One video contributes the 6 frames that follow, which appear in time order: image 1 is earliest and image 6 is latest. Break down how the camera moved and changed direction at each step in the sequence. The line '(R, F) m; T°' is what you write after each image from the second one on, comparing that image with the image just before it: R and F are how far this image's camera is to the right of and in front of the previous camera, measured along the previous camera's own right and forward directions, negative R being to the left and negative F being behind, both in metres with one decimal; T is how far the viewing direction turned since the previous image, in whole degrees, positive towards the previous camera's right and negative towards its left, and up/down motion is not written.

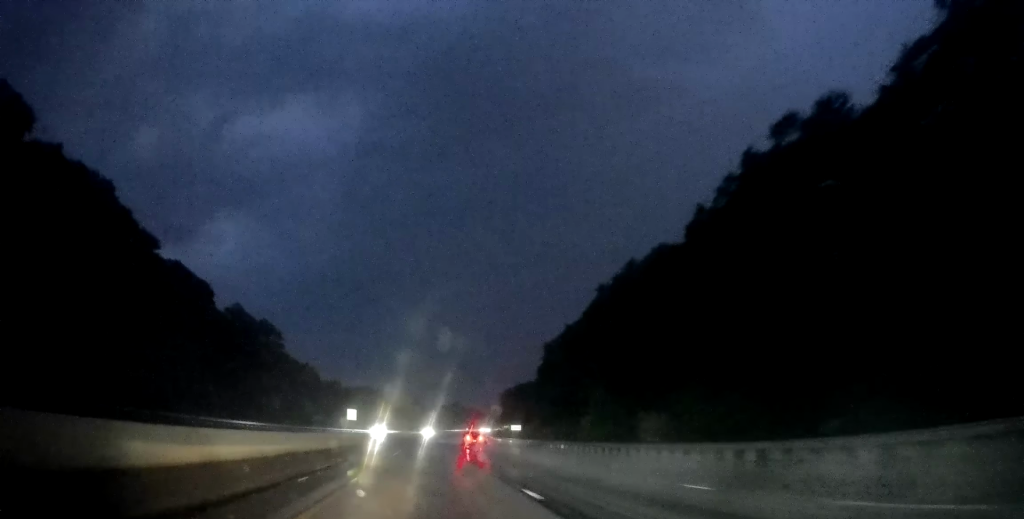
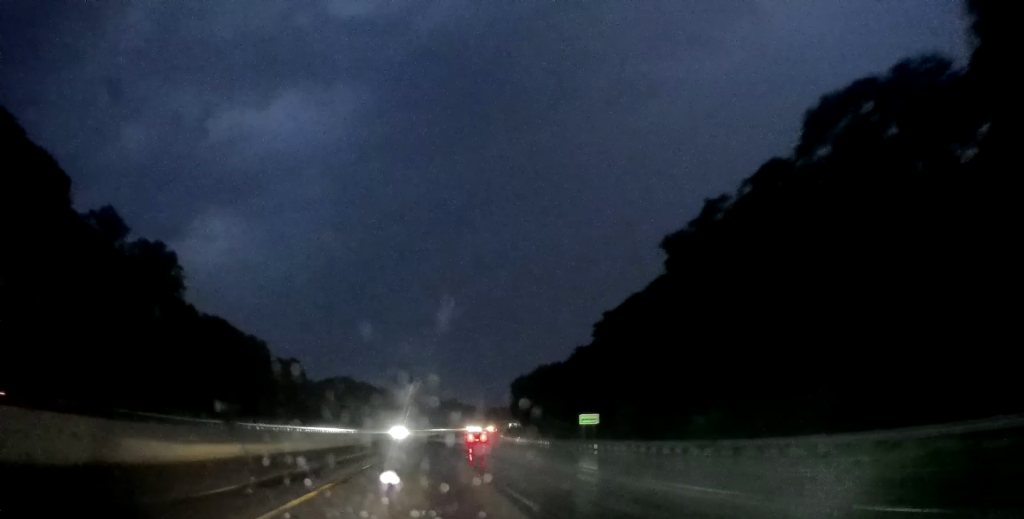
(+0.1, +55.1) m; 0°
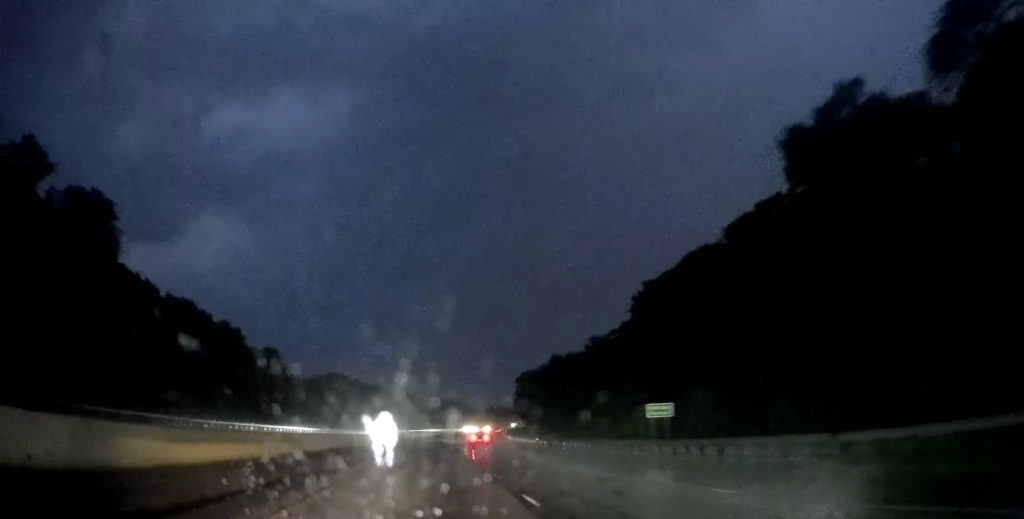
(0.0, +19.1) m; 0°
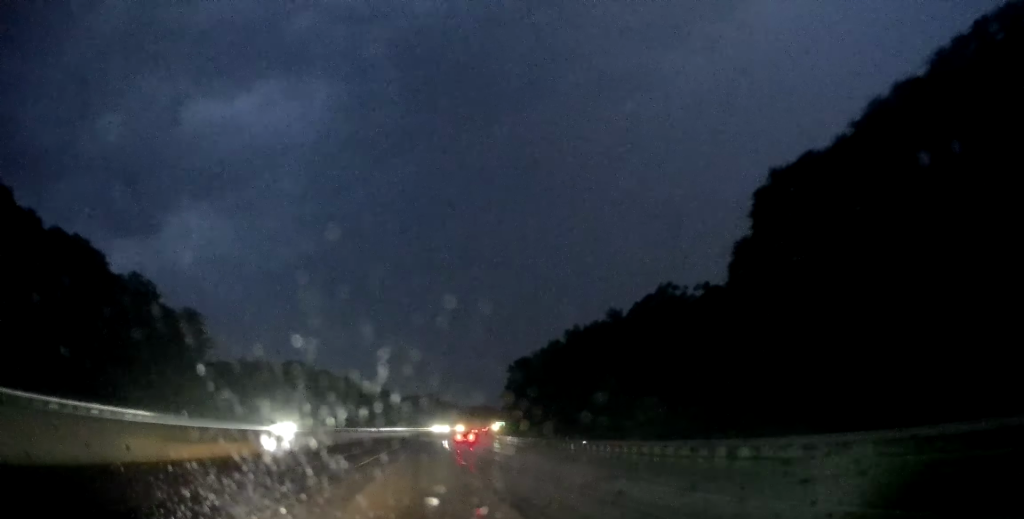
(+0.3, +35.0) m; 0°
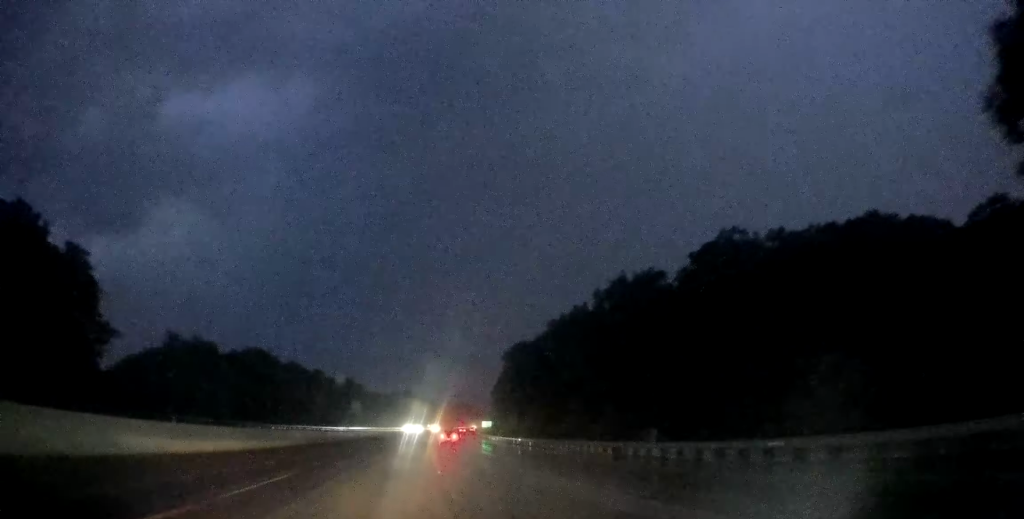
(0.0, +29.7) m; 0°
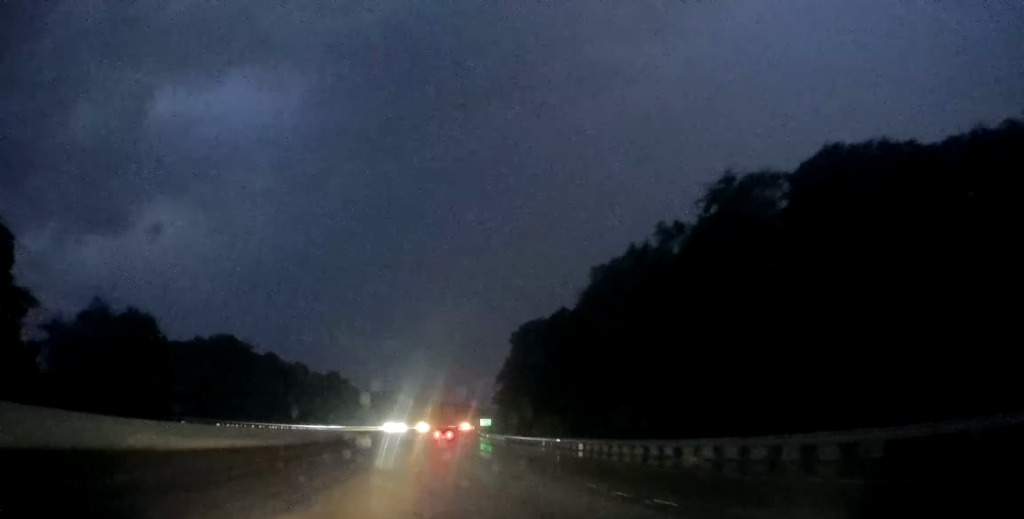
(-0.3, +24.4) m; +1°
